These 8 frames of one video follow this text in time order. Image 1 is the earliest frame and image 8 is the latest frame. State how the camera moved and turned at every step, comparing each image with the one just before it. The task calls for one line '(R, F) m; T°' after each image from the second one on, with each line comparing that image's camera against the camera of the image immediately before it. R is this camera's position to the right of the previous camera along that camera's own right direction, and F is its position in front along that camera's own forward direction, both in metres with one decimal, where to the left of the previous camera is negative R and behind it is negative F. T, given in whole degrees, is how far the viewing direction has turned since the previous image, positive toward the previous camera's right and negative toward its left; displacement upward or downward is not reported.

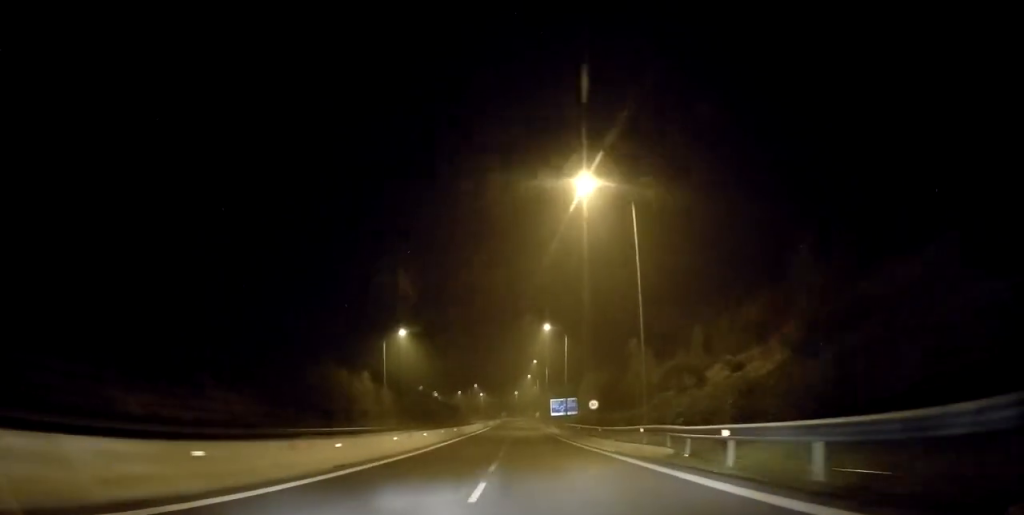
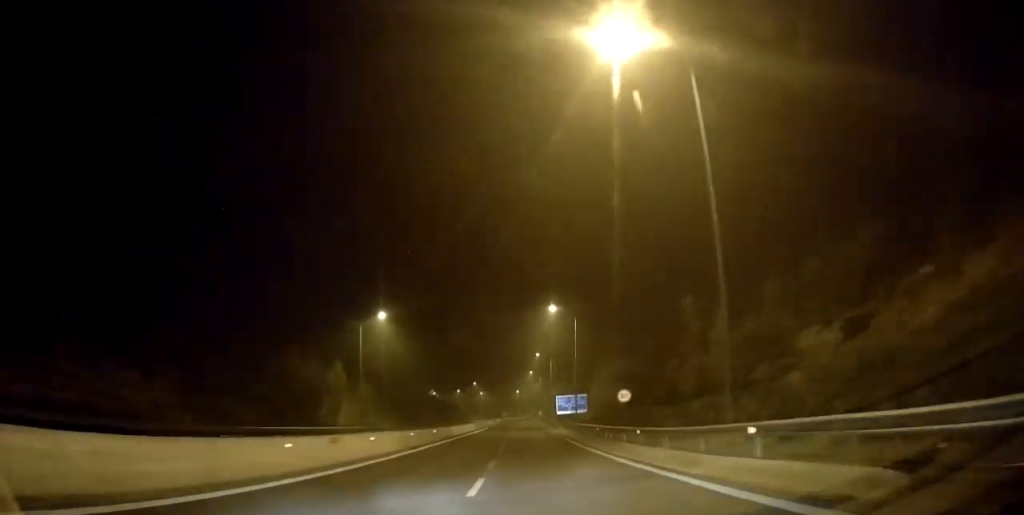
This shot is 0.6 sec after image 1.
(+0.4, +11.7) m; 0°
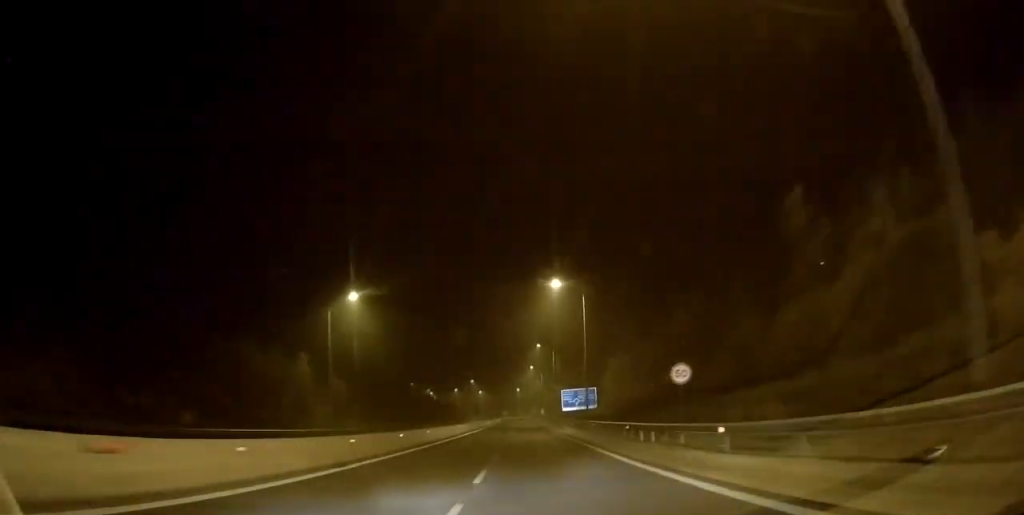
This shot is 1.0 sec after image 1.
(-0.2, +10.2) m; -1°
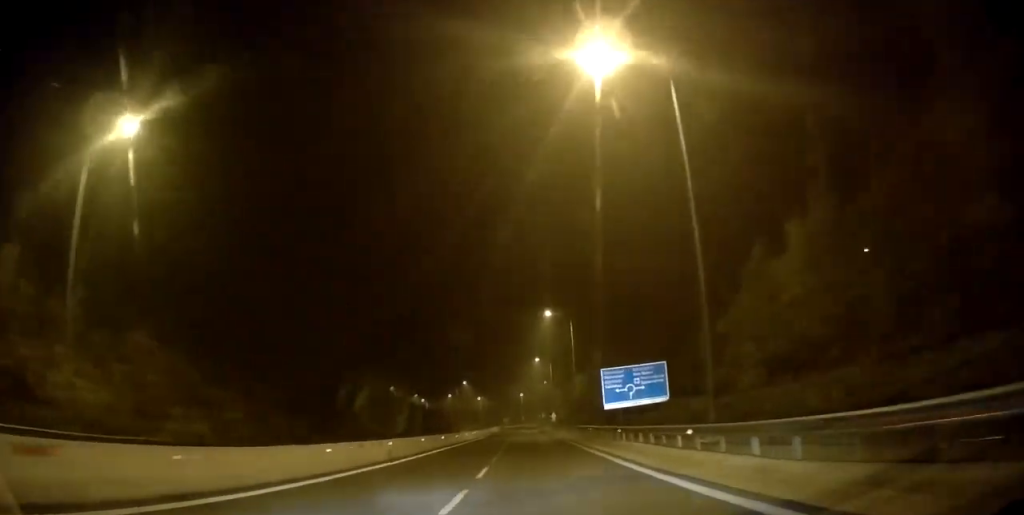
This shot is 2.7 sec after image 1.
(-0.7, +33.8) m; 0°
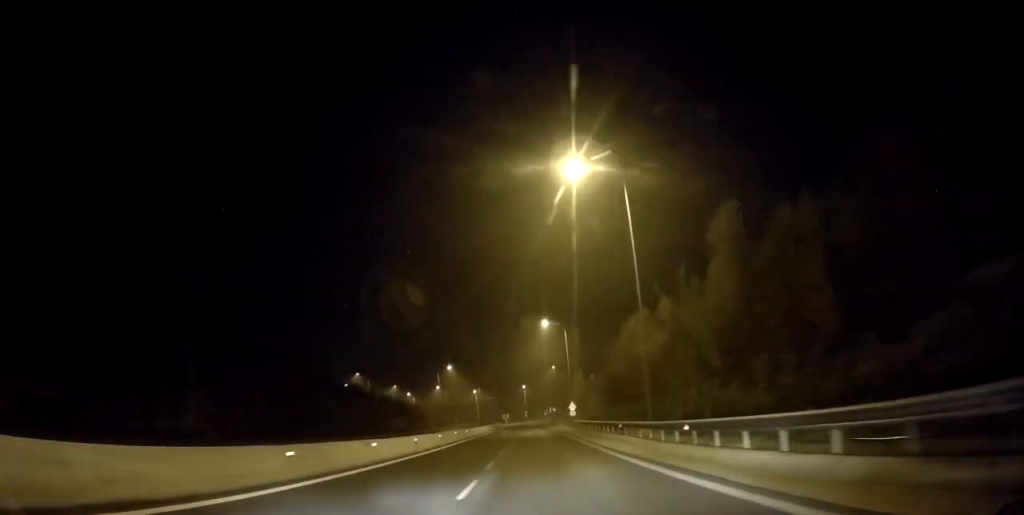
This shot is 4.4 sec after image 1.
(-0.3, +35.0) m; -1°
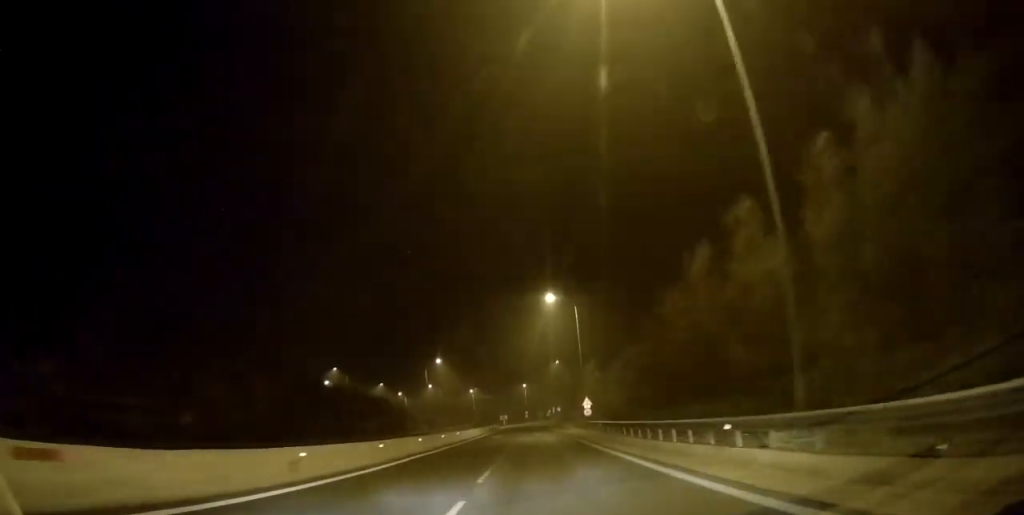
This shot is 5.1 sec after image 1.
(0.0, +15.2) m; +1°
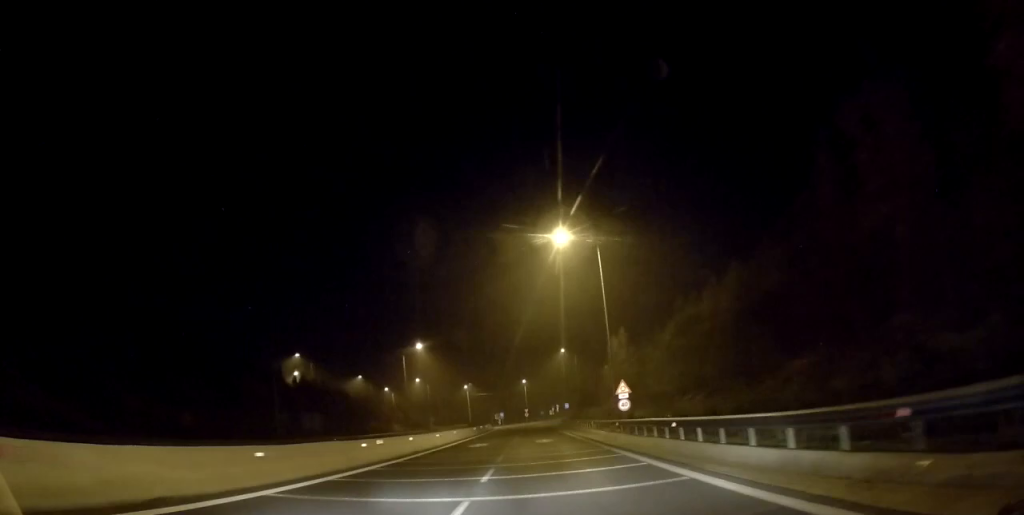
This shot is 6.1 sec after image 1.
(+0.3, +18.6) m; +1°
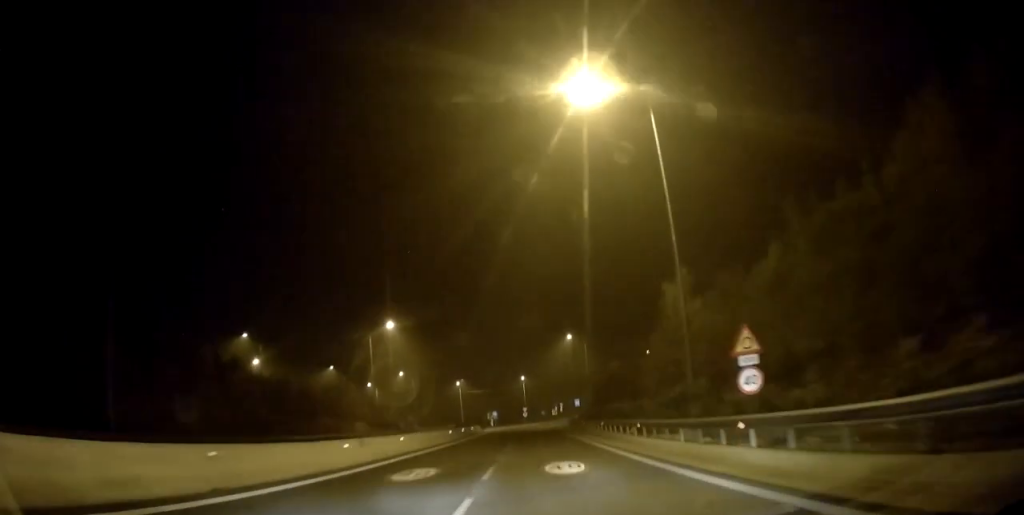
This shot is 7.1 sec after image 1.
(0.0, +17.5) m; 0°
